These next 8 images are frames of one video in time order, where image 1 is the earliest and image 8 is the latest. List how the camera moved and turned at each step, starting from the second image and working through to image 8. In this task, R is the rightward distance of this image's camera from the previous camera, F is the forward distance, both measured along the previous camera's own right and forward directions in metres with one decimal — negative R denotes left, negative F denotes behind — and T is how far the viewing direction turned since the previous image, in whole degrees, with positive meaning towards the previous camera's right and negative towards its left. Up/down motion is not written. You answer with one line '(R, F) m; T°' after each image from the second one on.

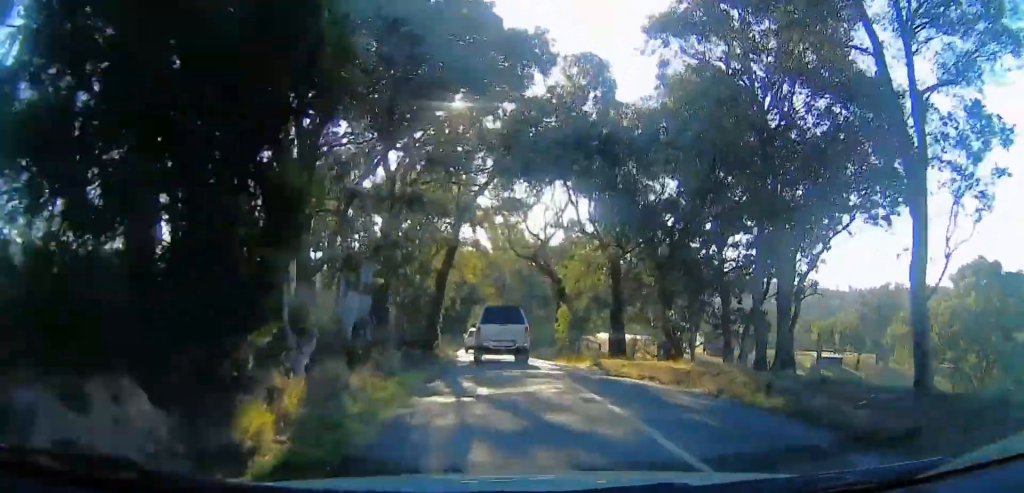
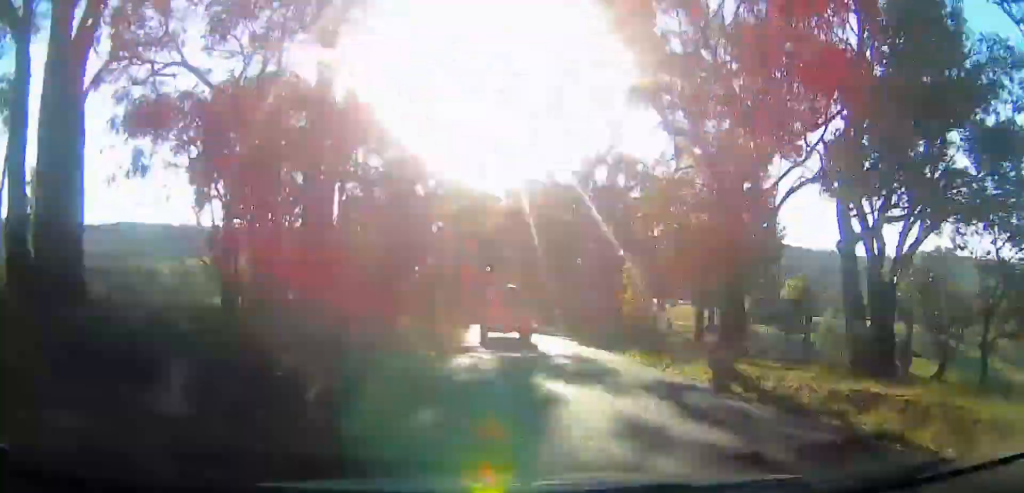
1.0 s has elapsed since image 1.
(+0.4, +11.0) m; +3°
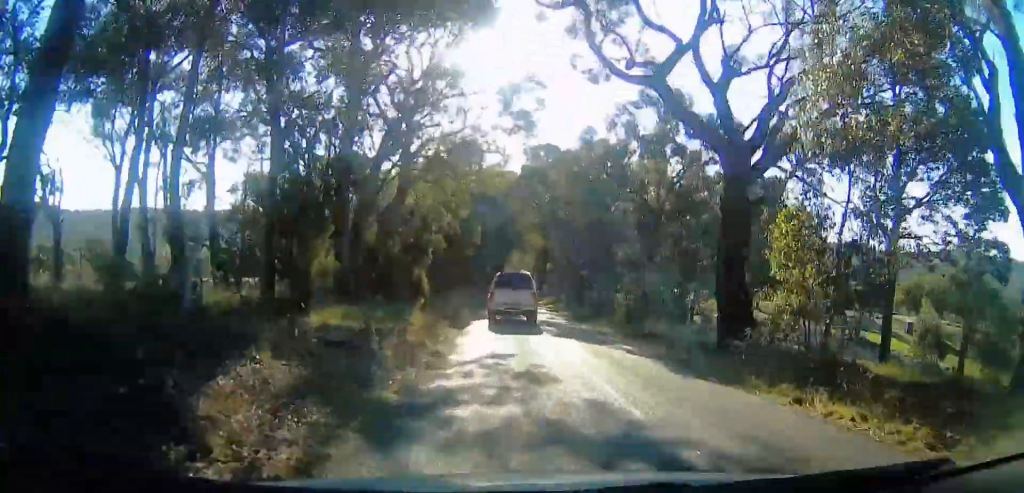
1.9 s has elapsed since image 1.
(+0.2, +9.3) m; 0°
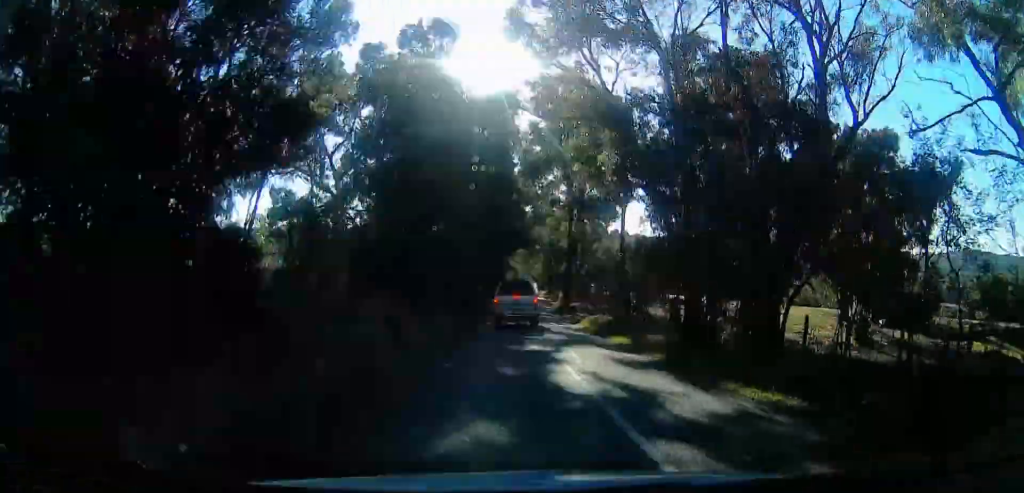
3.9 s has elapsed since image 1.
(-1.2, +24.9) m; -4°
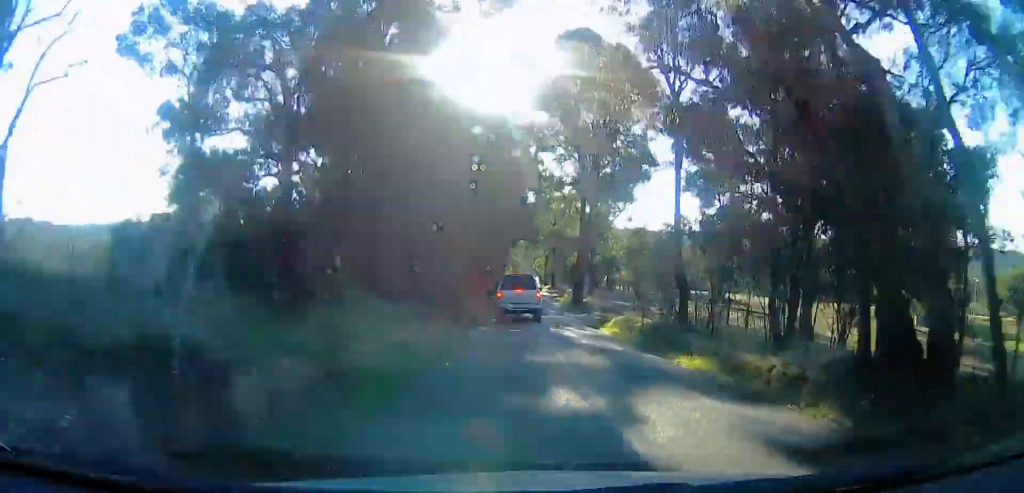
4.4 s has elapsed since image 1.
(0.0, +8.2) m; 0°
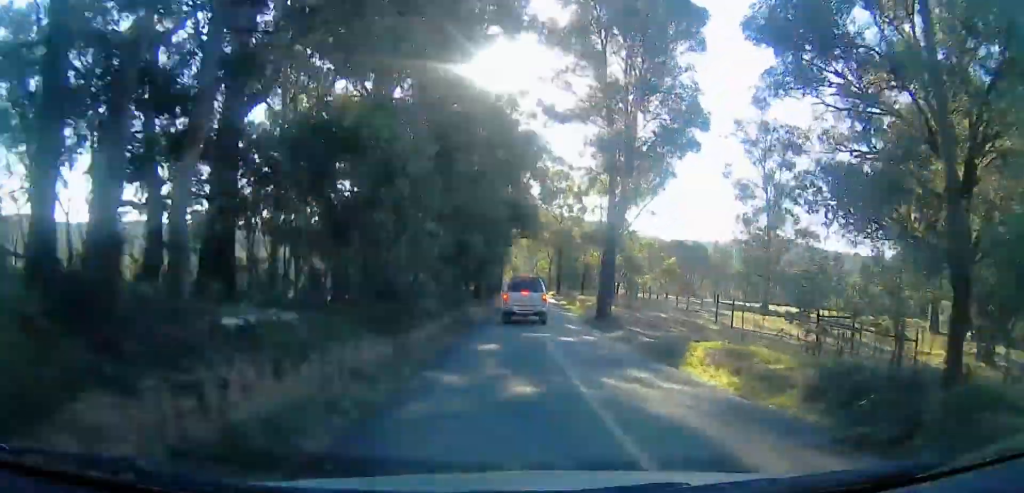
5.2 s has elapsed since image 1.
(0.0, +12.3) m; 0°
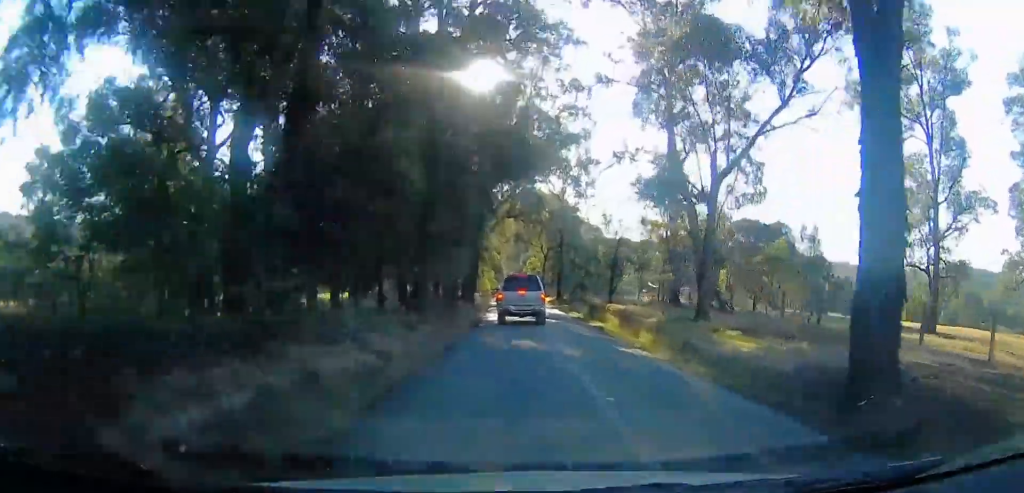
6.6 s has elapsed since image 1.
(+0.2, +21.7) m; +1°
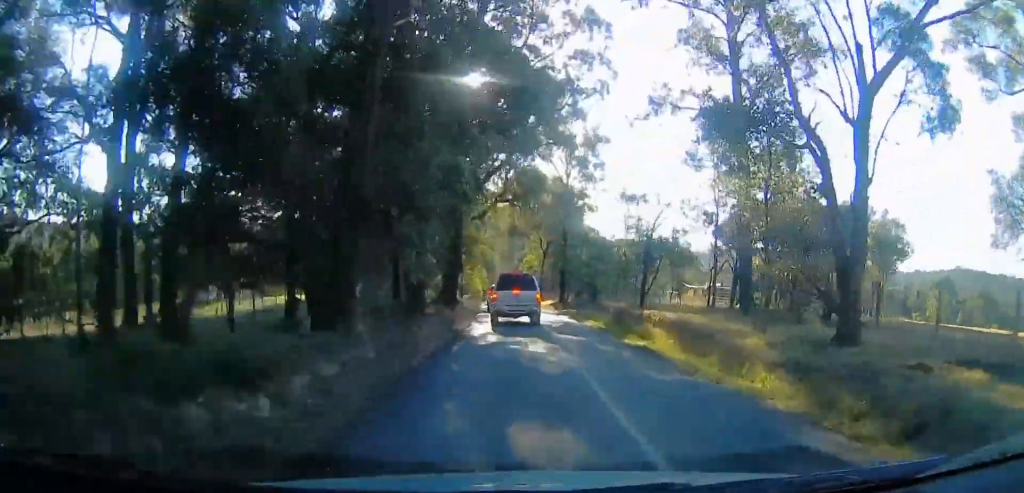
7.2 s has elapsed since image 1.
(0.0, +7.9) m; 0°
